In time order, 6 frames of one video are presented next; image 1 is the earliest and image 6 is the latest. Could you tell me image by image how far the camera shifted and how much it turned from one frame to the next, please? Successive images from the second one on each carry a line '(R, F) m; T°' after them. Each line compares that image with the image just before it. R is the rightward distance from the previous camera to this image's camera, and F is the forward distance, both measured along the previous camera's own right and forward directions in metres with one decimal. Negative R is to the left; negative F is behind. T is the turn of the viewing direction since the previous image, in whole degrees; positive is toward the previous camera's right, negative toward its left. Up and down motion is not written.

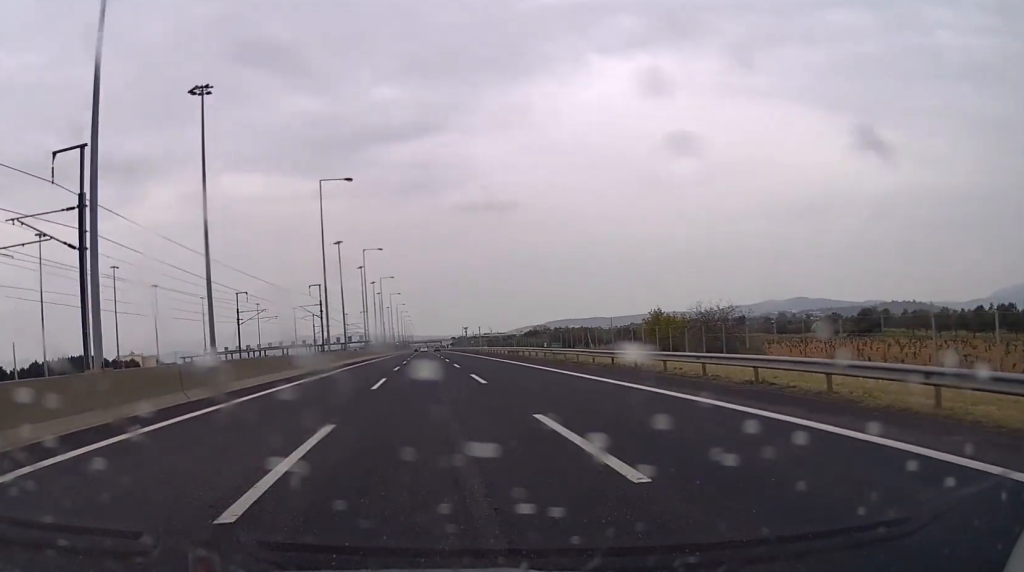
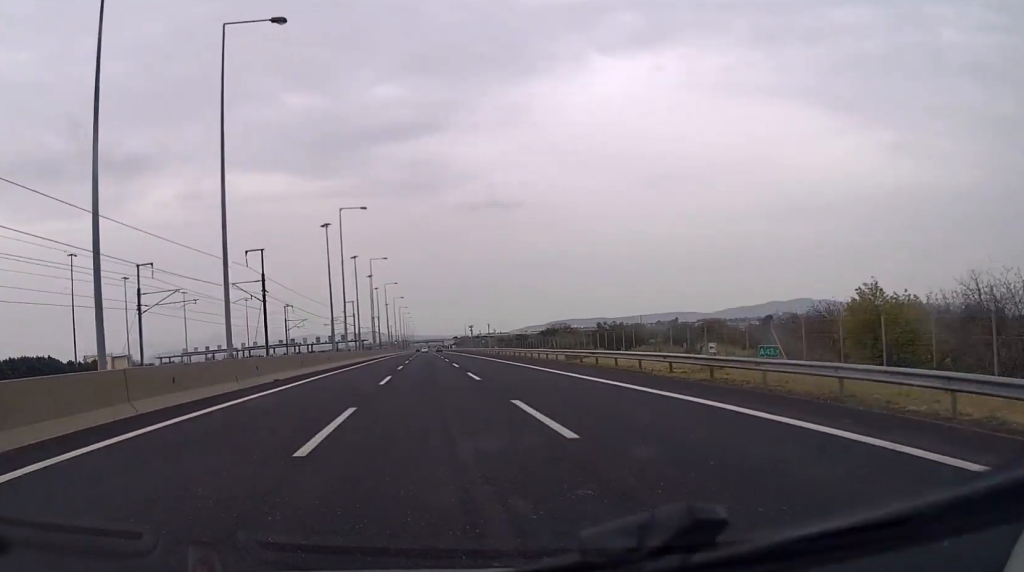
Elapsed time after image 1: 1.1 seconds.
(-0.1, +32.7) m; 0°
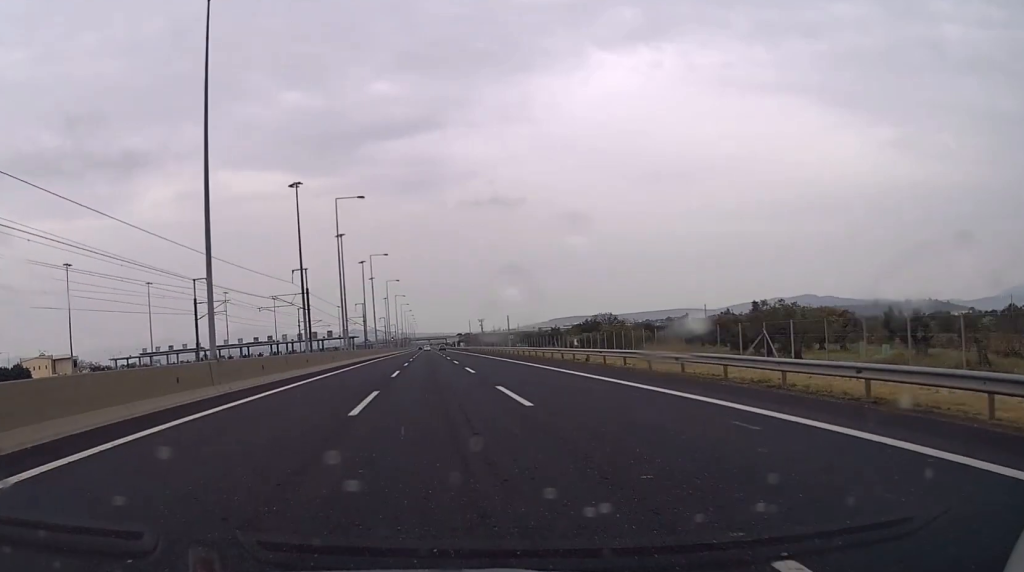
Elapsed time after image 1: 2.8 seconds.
(-0.1, +49.6) m; 0°
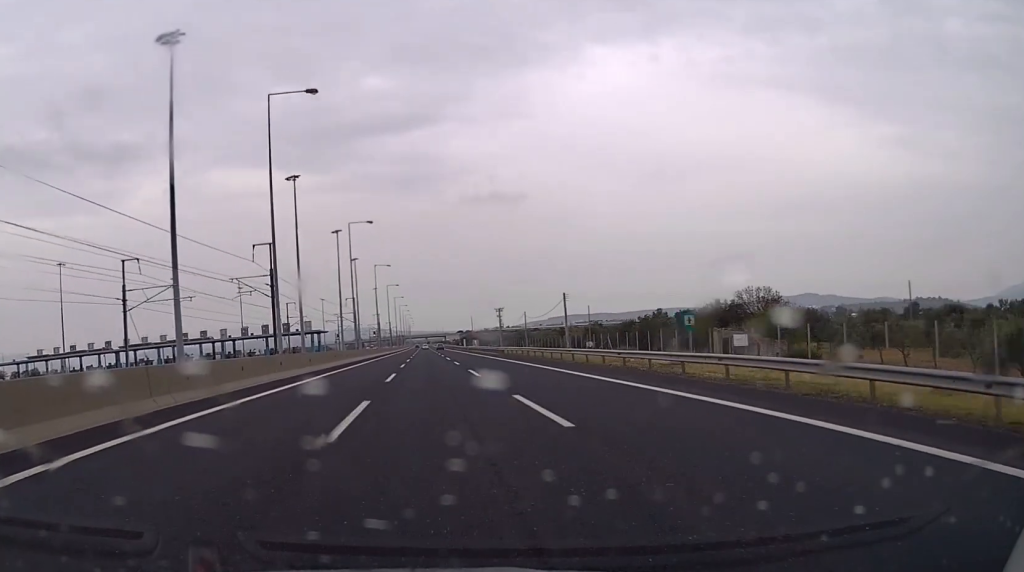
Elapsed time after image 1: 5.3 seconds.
(0.0, +75.4) m; 0°
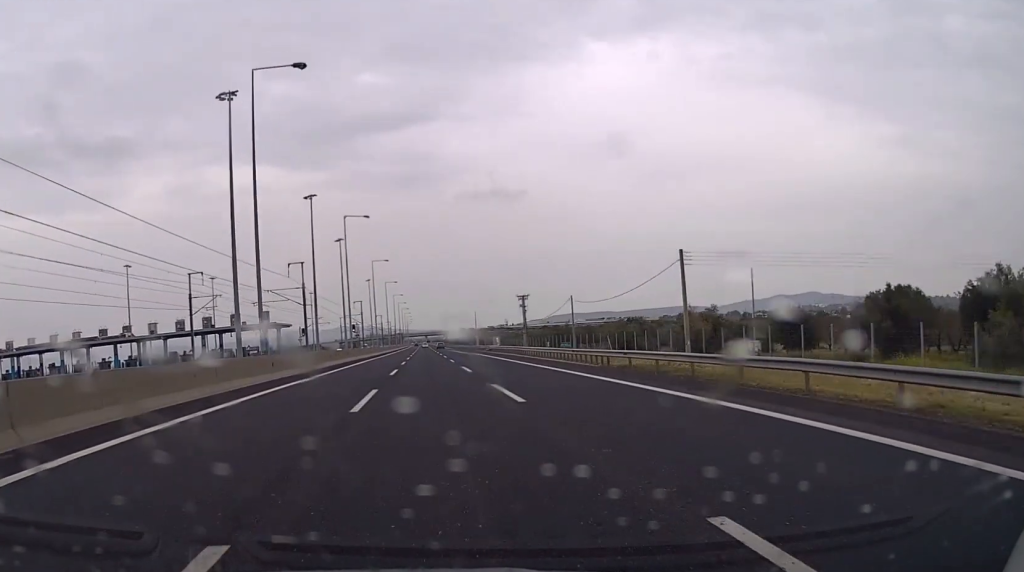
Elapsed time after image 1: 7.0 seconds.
(0.0, +49.6) m; 0°
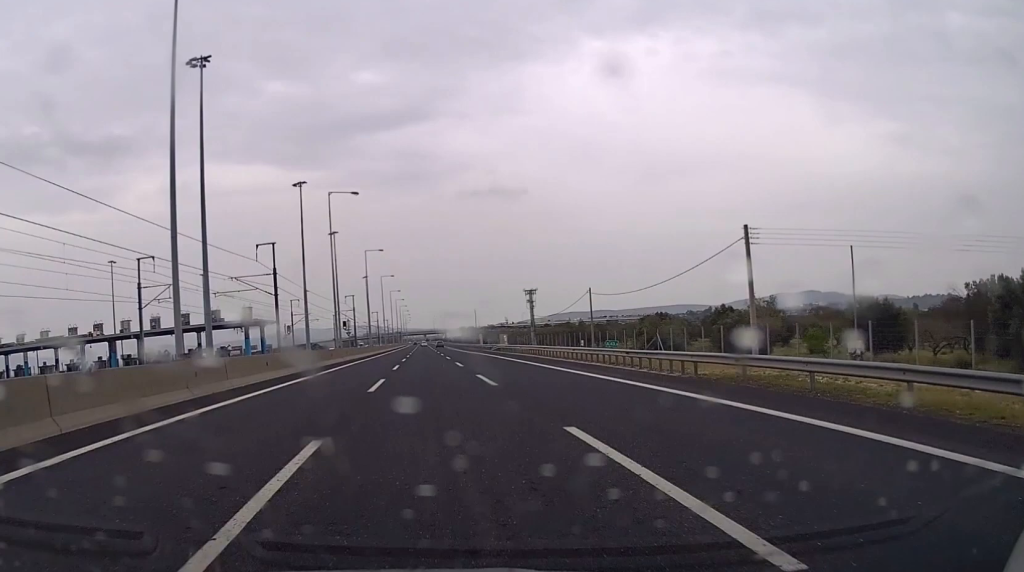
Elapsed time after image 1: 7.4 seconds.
(0.0, +12.9) m; 0°
